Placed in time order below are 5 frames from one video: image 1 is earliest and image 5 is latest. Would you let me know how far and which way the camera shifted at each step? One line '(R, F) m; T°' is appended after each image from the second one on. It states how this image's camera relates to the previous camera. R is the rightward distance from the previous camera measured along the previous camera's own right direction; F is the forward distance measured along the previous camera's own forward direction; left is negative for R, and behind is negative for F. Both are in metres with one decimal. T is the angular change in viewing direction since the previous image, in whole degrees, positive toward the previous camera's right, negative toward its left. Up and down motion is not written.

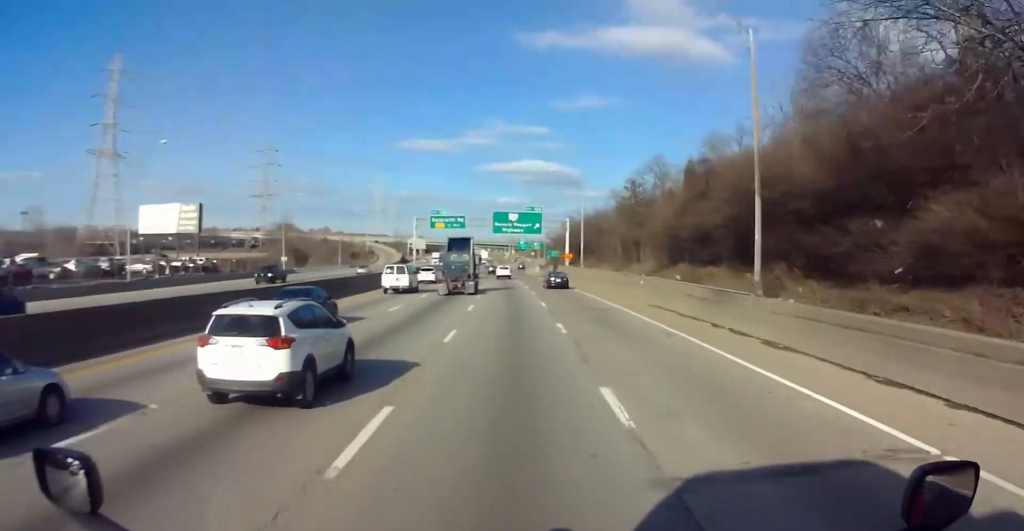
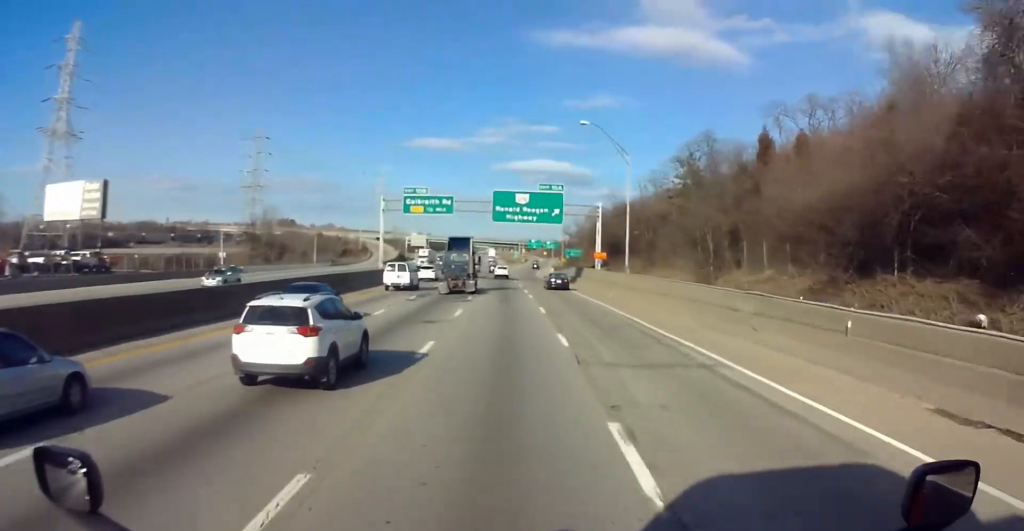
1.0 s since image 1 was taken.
(-0.1, +28.1) m; -1°
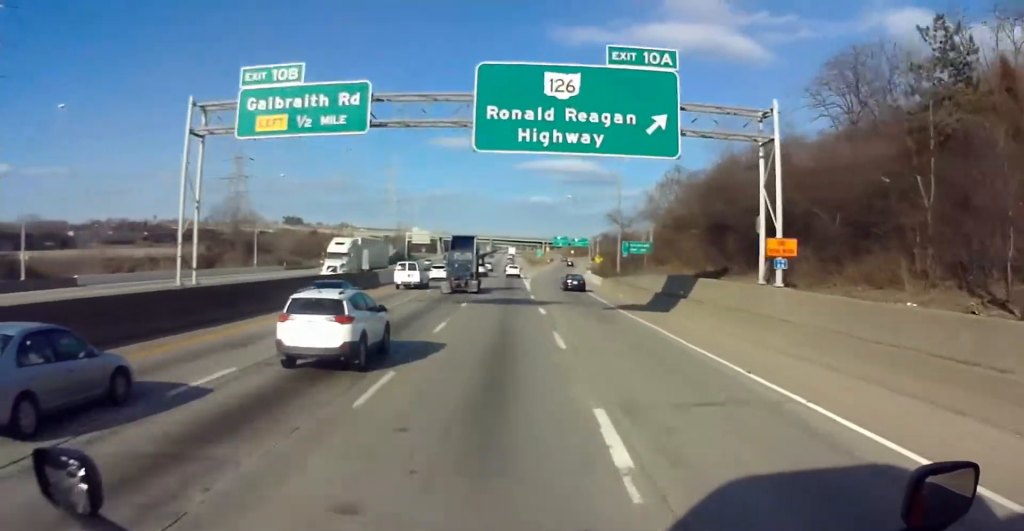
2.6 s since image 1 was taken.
(-0.5, +42.8) m; -1°
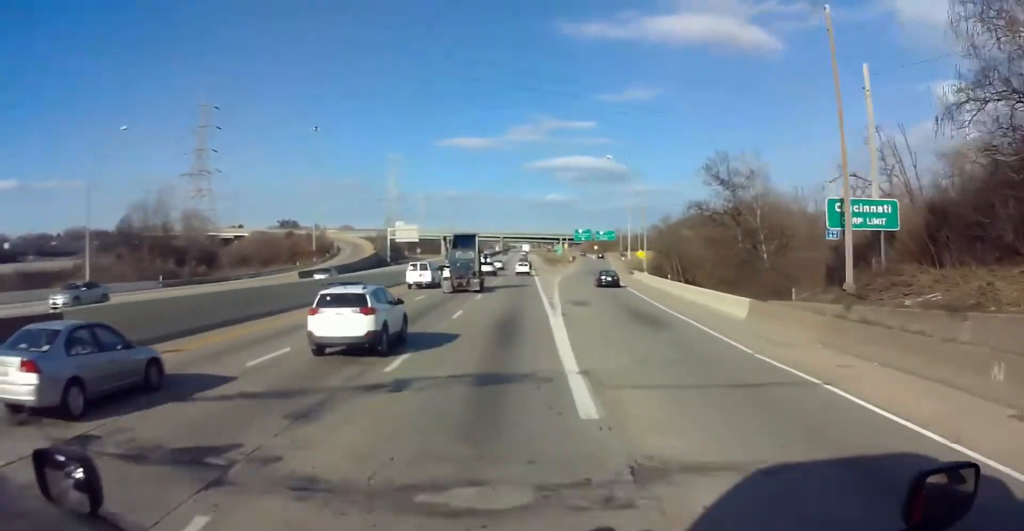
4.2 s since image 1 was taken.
(-0.1, +44.7) m; -1°
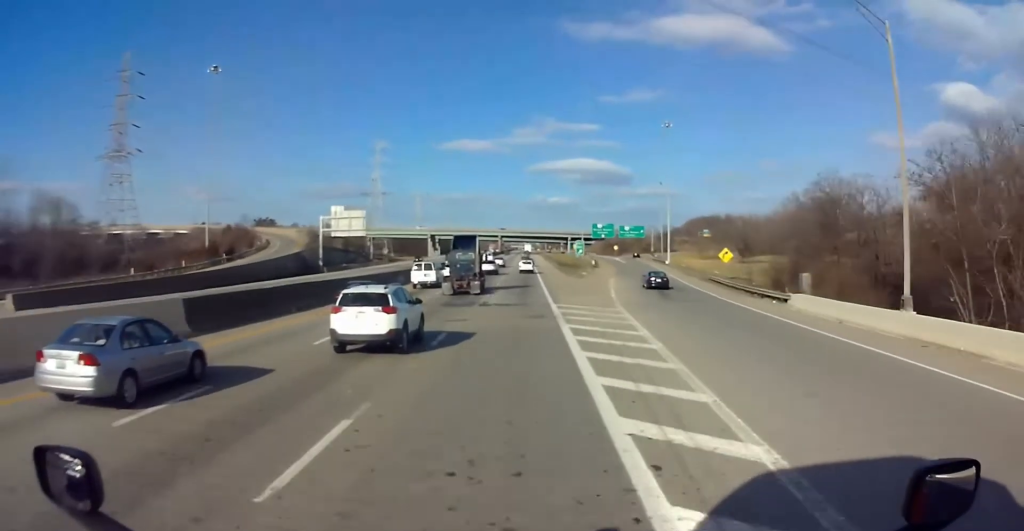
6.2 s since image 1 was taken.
(-1.6, +54.0) m; -3°
